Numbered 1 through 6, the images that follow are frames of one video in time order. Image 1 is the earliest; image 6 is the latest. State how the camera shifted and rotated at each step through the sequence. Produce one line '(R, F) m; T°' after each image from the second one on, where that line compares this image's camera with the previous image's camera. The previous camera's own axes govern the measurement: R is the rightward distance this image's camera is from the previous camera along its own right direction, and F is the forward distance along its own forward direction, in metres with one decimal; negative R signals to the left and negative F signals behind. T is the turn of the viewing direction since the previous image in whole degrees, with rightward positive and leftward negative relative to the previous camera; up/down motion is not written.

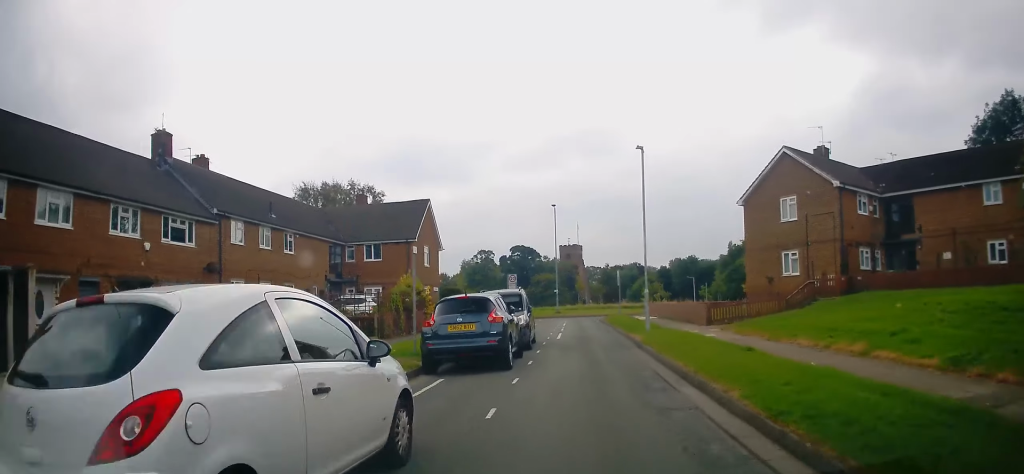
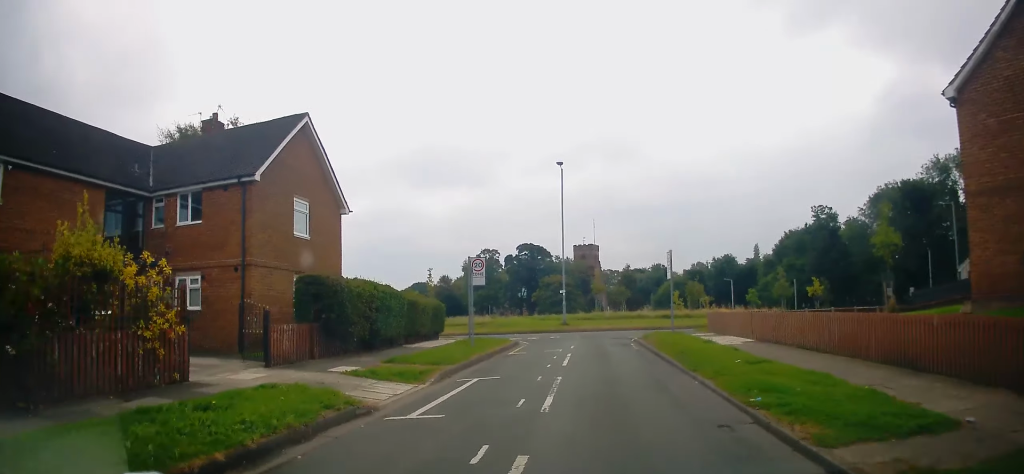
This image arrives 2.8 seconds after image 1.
(+0.1, +19.9) m; -1°
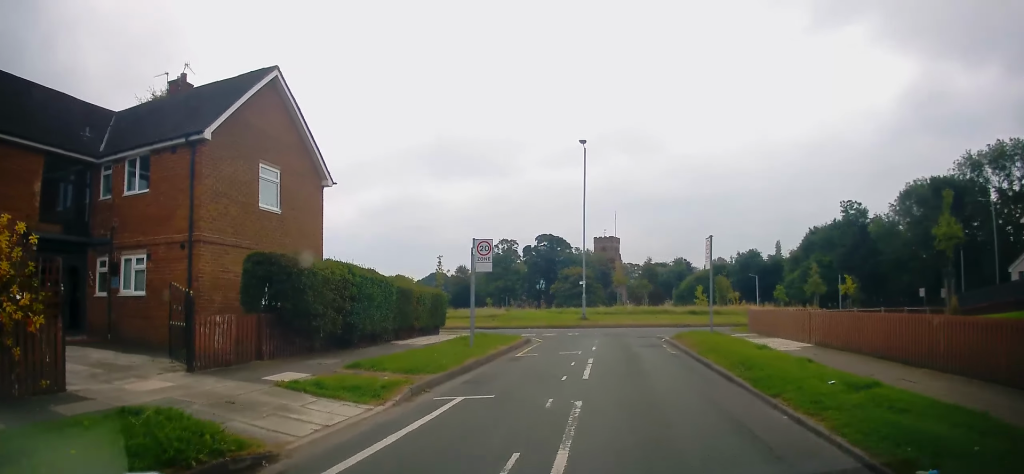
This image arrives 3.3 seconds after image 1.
(0.0, +3.7) m; 0°
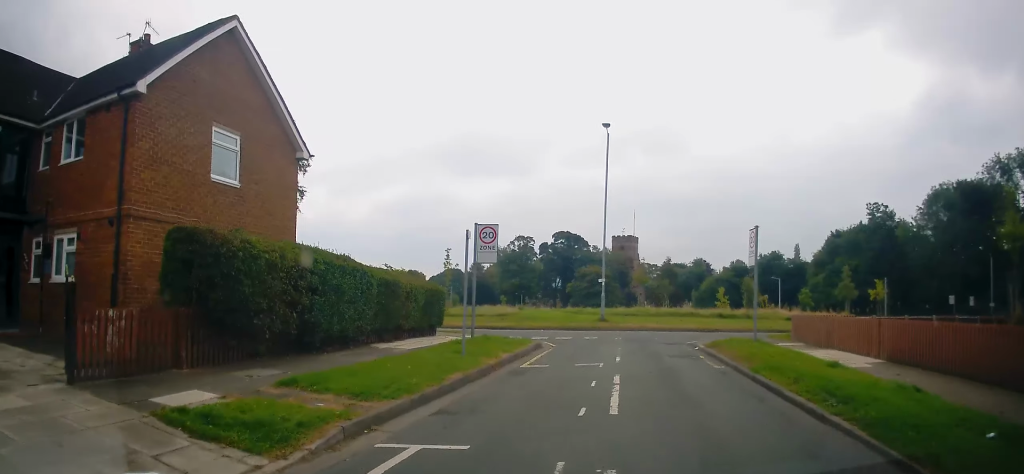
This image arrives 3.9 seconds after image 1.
(+0.2, +3.4) m; -1°
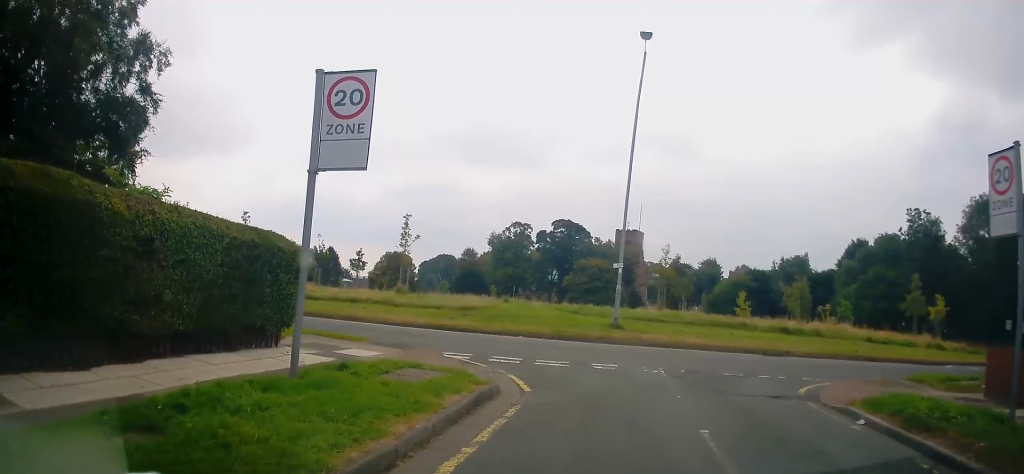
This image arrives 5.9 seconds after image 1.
(-0.3, +11.5) m; 0°
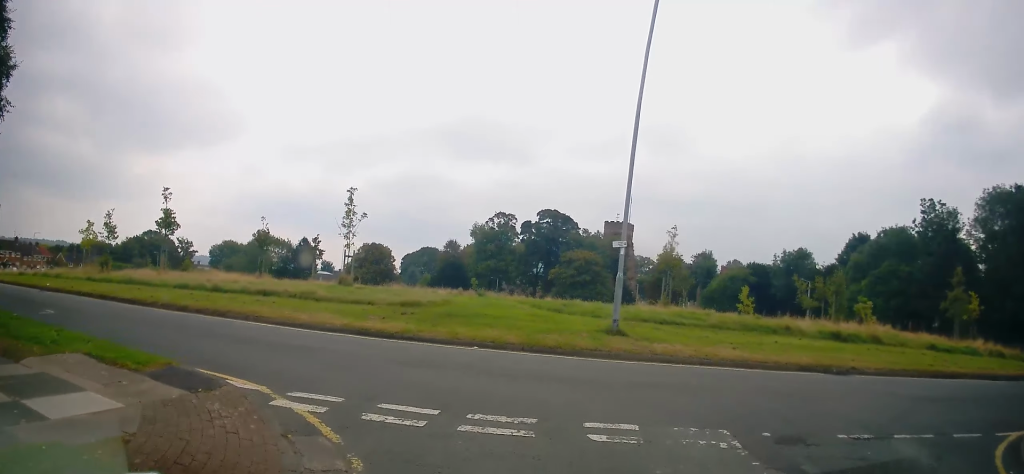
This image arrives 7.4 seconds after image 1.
(-0.2, +6.6) m; -6°
